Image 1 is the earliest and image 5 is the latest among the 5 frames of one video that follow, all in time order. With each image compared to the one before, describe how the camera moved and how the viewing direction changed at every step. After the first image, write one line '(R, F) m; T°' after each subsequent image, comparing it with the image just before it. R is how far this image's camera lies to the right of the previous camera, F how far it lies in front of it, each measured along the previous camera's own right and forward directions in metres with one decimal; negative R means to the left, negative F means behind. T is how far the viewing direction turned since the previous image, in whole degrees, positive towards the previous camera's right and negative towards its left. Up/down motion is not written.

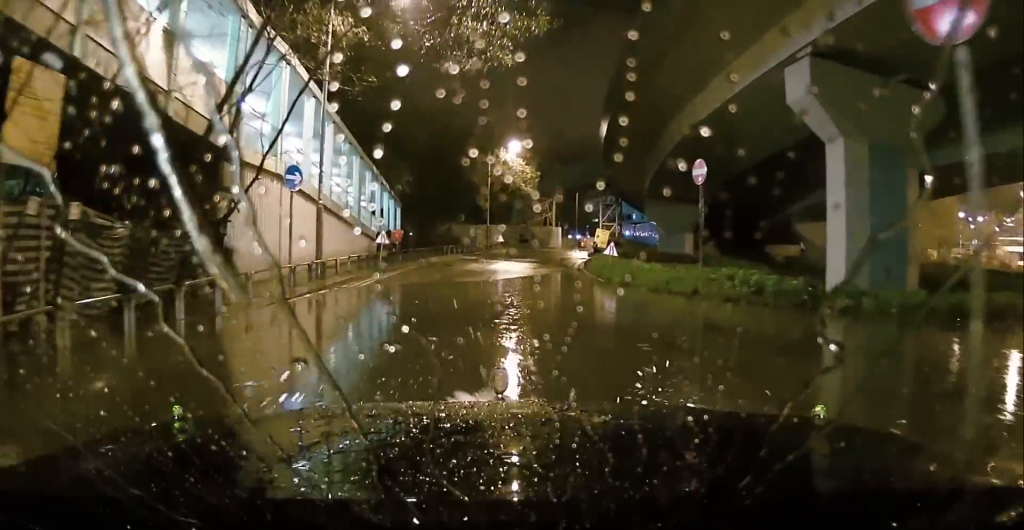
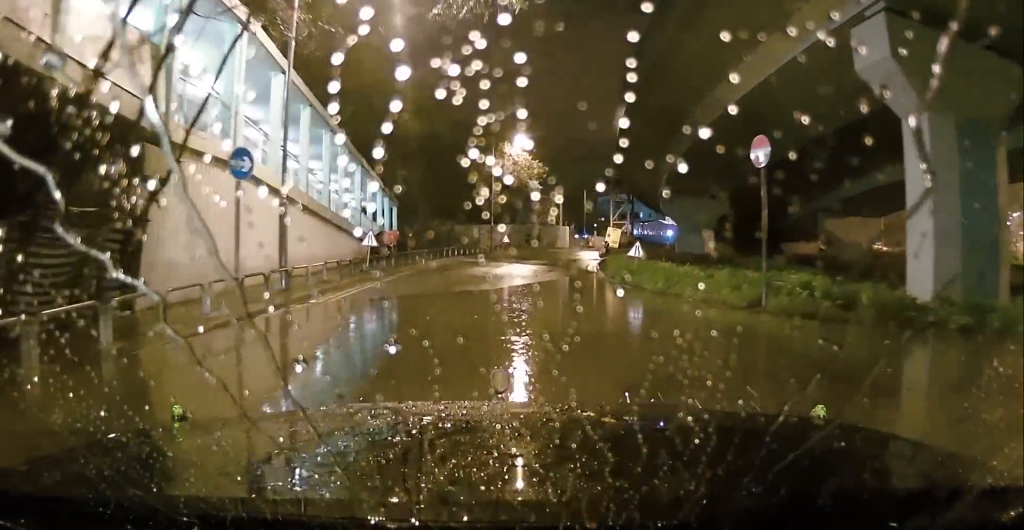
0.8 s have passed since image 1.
(-0.1, +3.7) m; -3°
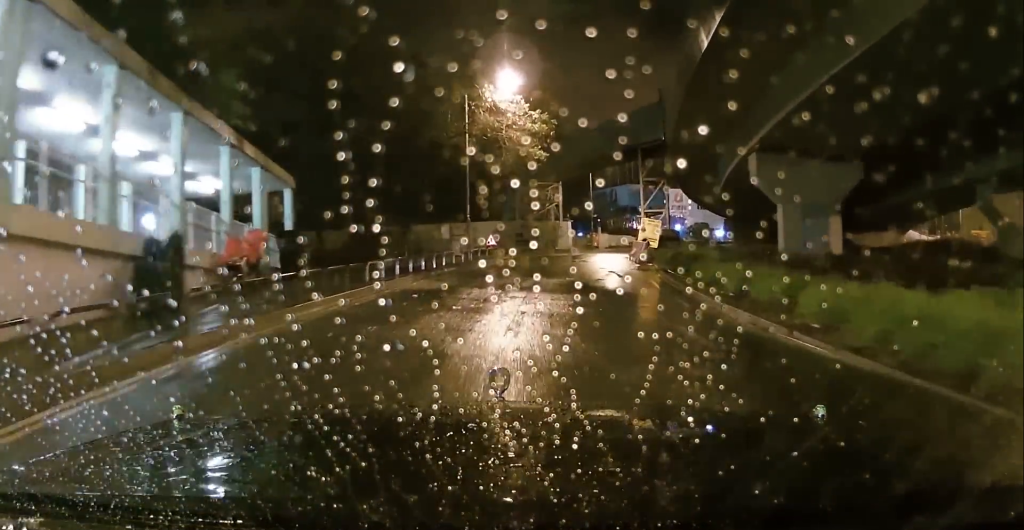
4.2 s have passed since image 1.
(-1.6, +20.0) m; -6°
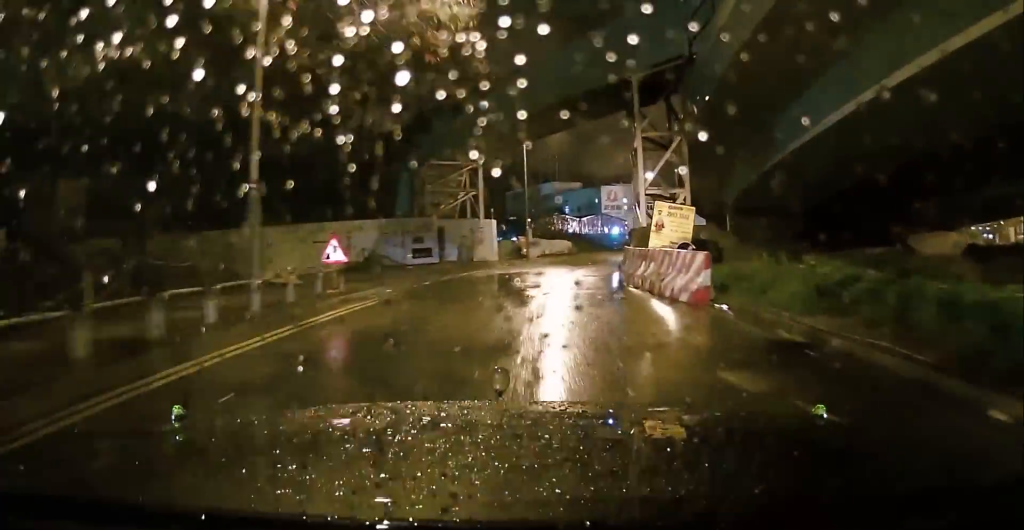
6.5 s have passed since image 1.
(+2.5, +19.2) m; +14°
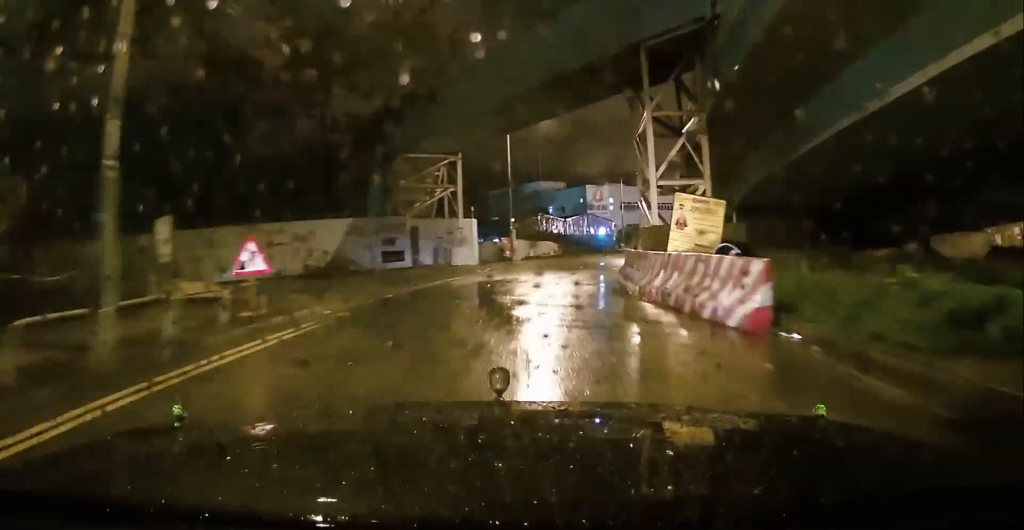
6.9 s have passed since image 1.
(+0.2, +4.1) m; +1°
